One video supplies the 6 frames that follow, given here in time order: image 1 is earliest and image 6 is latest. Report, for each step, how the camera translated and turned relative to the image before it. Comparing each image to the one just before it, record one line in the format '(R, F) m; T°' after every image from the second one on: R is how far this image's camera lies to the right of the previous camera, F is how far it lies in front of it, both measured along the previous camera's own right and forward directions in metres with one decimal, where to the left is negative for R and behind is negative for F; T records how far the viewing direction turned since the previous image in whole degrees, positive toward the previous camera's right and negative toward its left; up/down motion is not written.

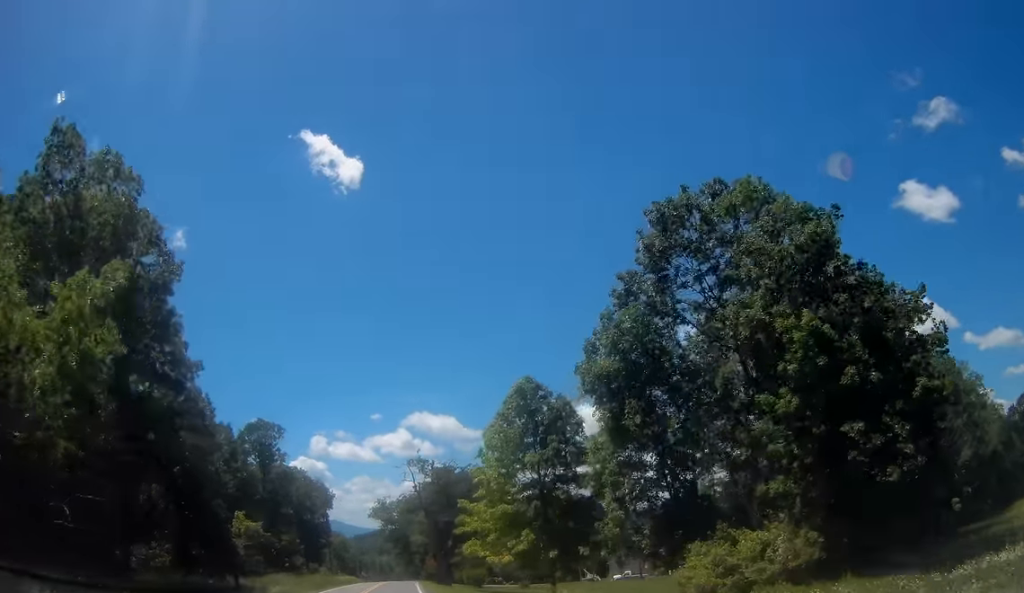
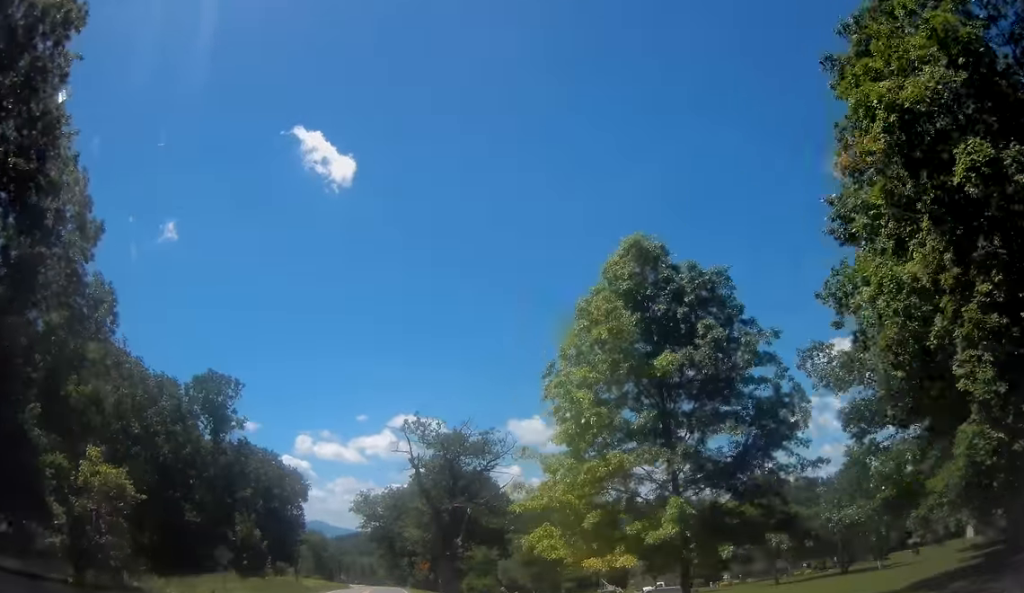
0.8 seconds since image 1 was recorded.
(+0.6, +18.9) m; +2°
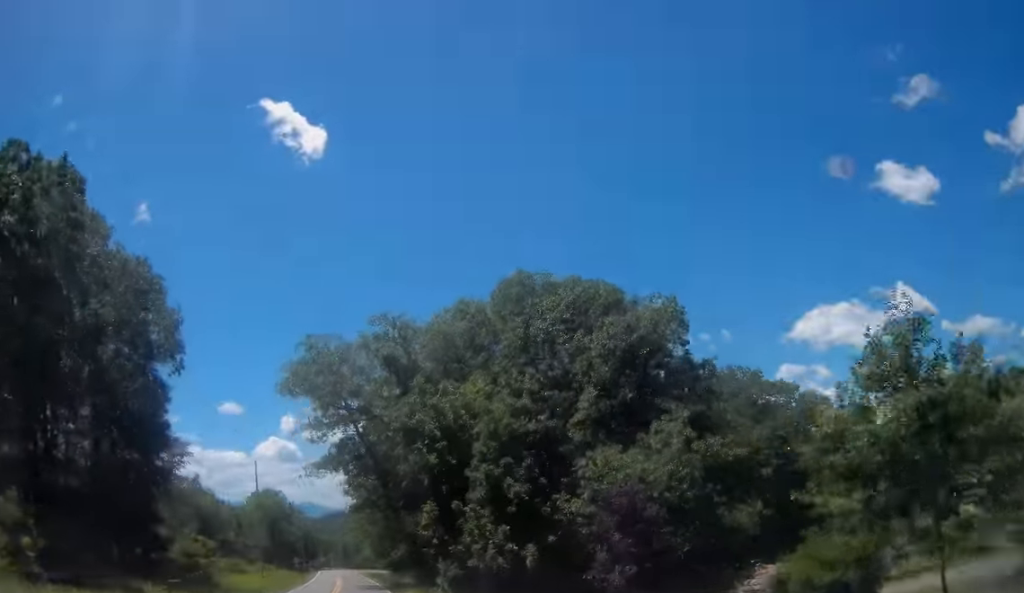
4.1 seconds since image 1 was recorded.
(-0.2, +73.4) m; +3°
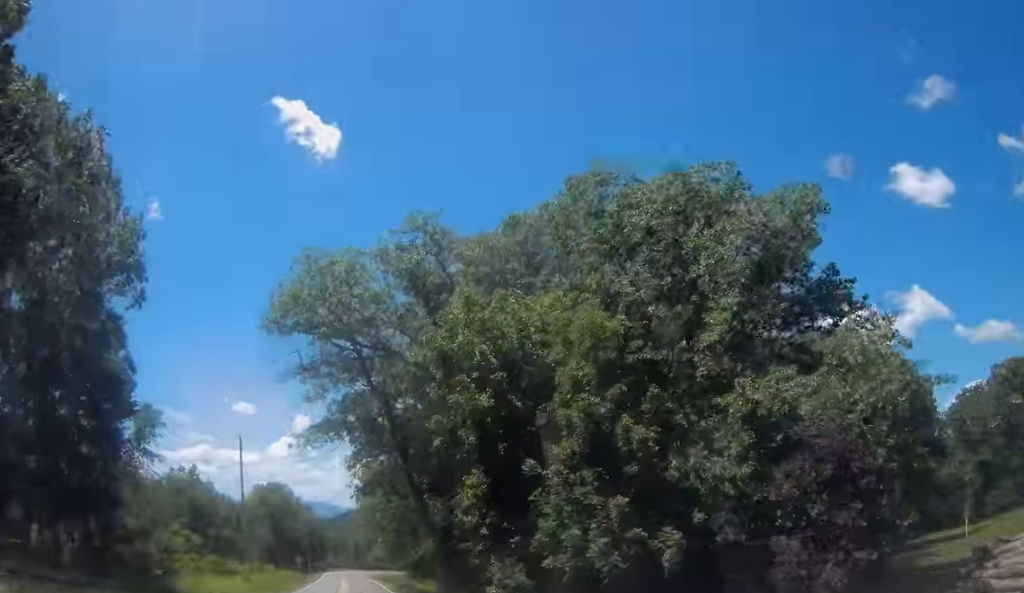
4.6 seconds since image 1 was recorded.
(-0.6, +12.8) m; -2°
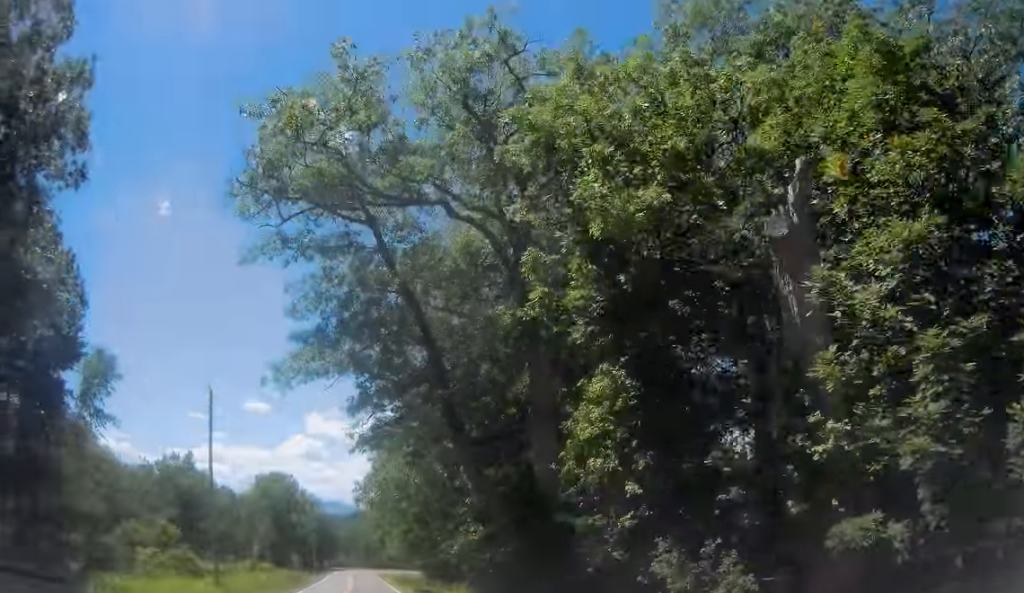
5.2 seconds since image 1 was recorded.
(-0.5, +12.8) m; -2°
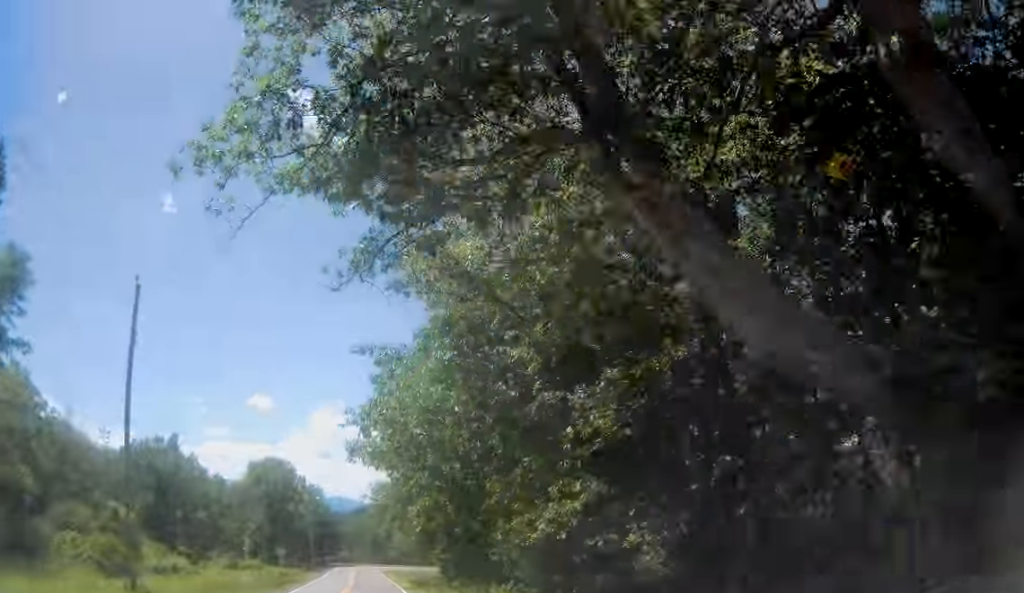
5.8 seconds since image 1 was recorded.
(0.0, +13.5) m; 0°
